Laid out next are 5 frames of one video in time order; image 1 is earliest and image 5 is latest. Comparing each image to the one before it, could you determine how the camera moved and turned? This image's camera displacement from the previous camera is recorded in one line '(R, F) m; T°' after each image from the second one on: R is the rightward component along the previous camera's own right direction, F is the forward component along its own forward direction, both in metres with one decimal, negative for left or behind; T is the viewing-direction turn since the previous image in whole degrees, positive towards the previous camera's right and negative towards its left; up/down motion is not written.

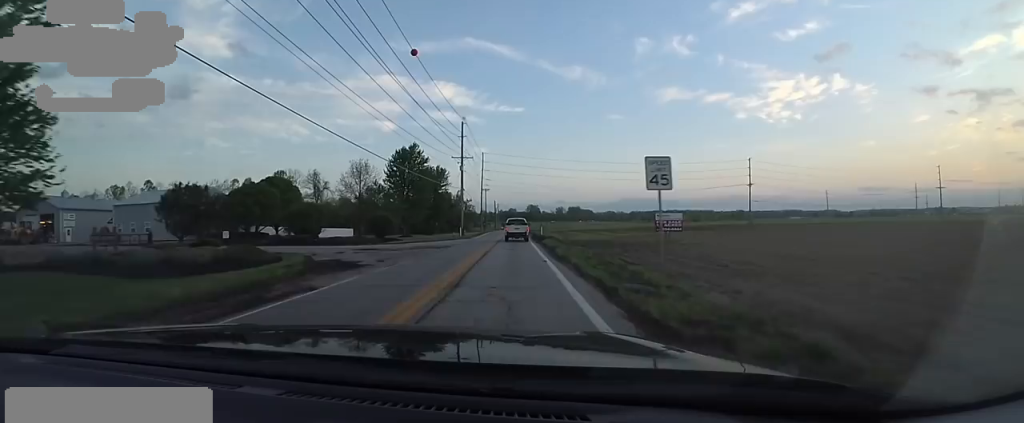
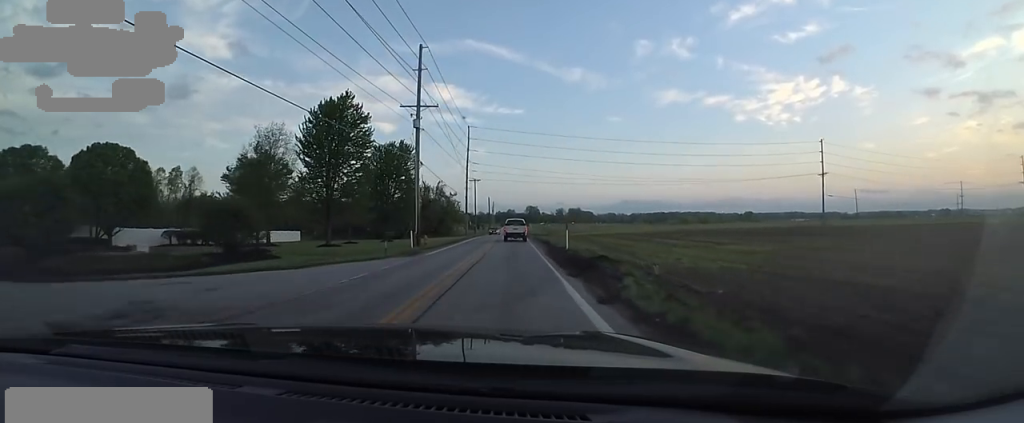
(-0.1, +28.6) m; +2°
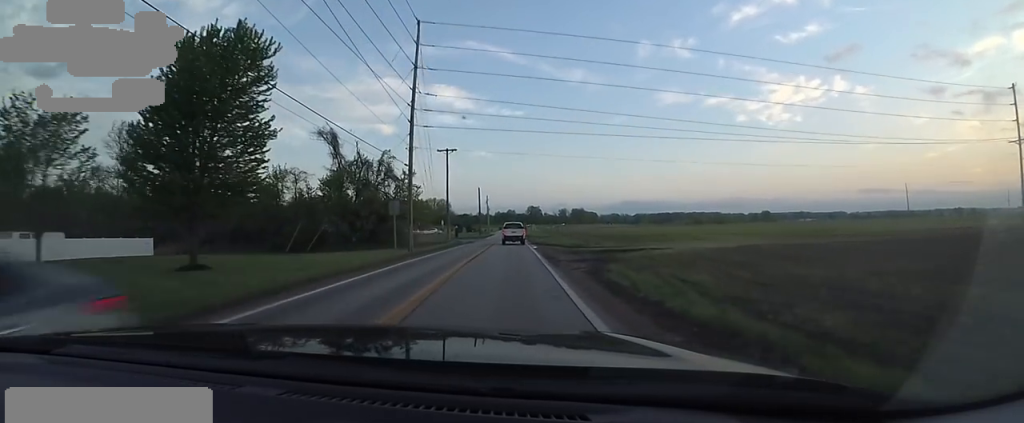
(+0.4, +39.7) m; -2°
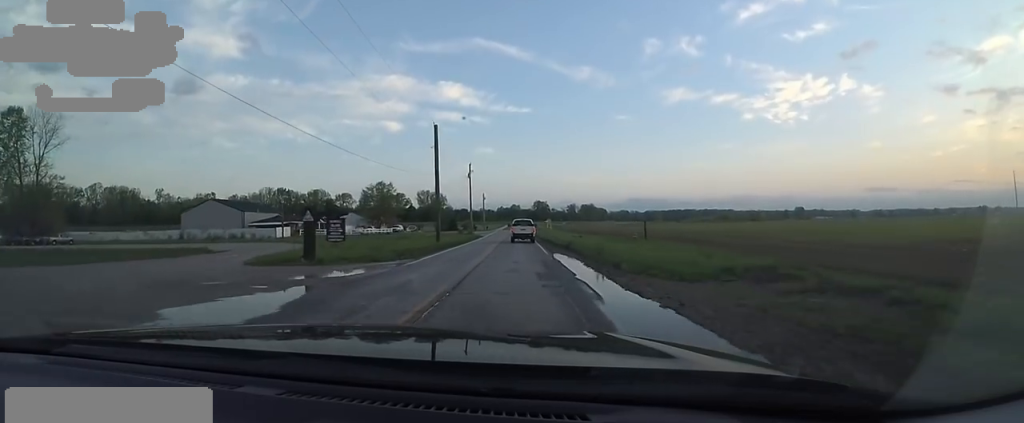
(+1.1, +59.1) m; +2°
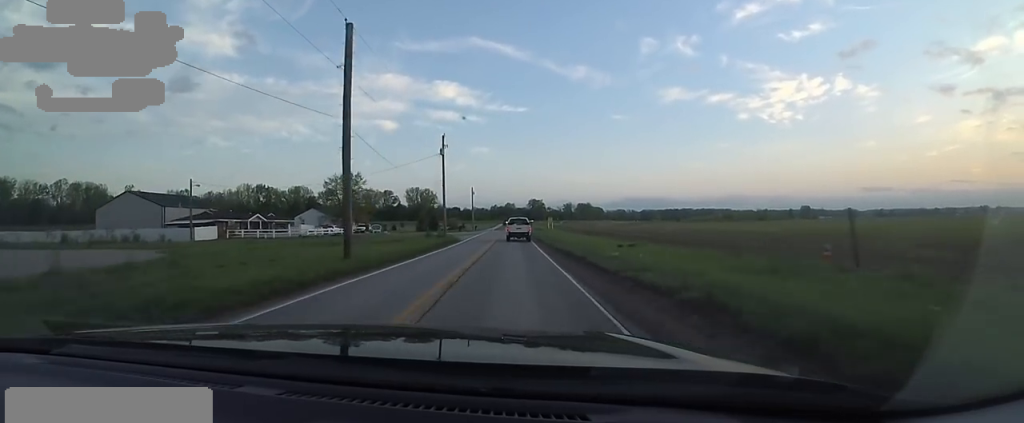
(-1.6, +21.8) m; -1°
